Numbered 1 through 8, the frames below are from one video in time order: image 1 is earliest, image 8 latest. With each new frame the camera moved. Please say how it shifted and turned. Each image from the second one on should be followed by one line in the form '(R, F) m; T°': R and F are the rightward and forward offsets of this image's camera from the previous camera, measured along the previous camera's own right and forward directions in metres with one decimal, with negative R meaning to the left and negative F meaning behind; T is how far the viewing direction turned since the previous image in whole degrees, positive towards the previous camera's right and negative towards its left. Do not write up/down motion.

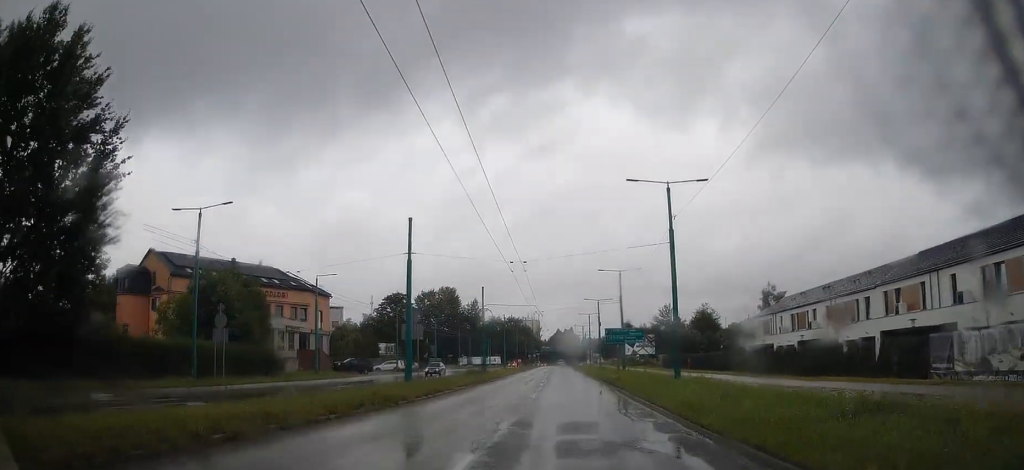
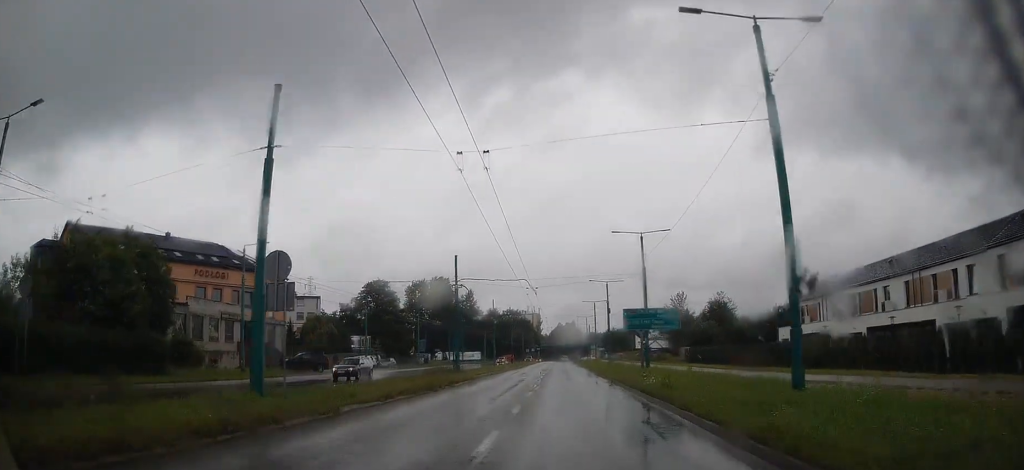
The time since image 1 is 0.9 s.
(+0.3, +15.4) m; +1°
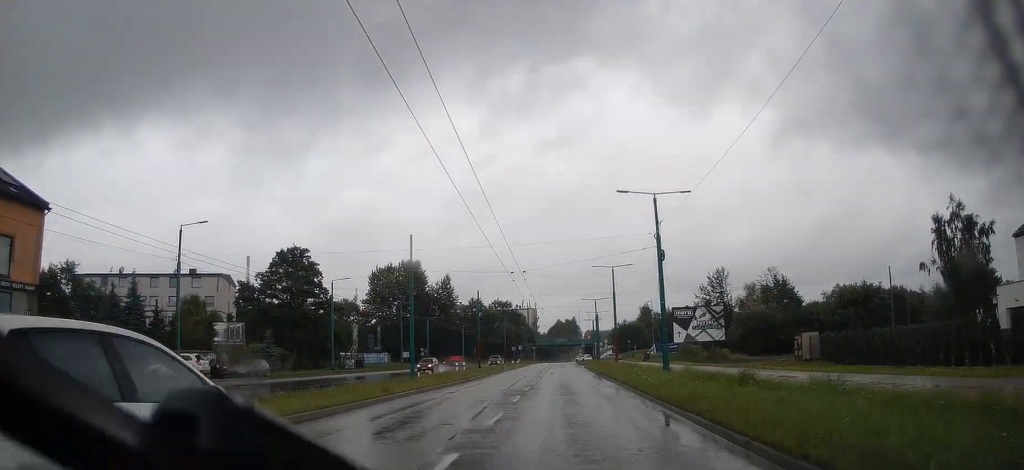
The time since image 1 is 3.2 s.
(-0.5, +38.5) m; -2°
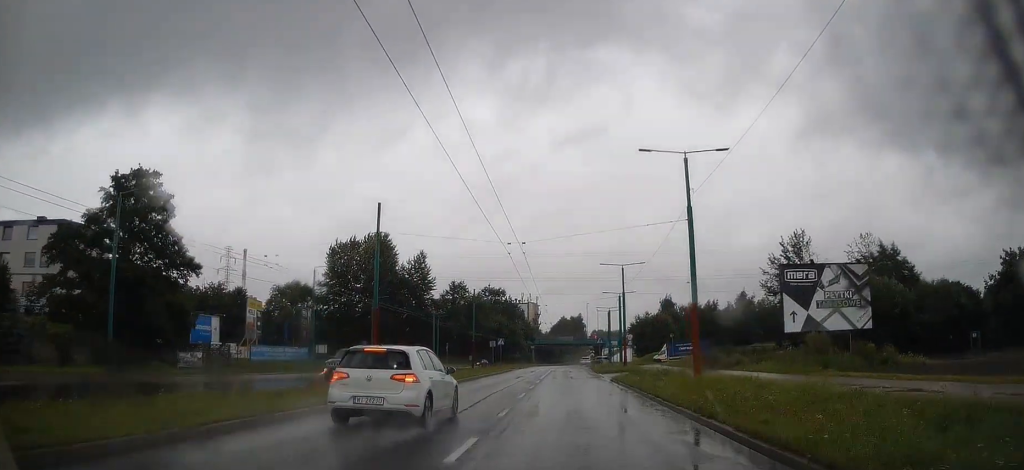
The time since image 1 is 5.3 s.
(-0.1, +34.3) m; 0°
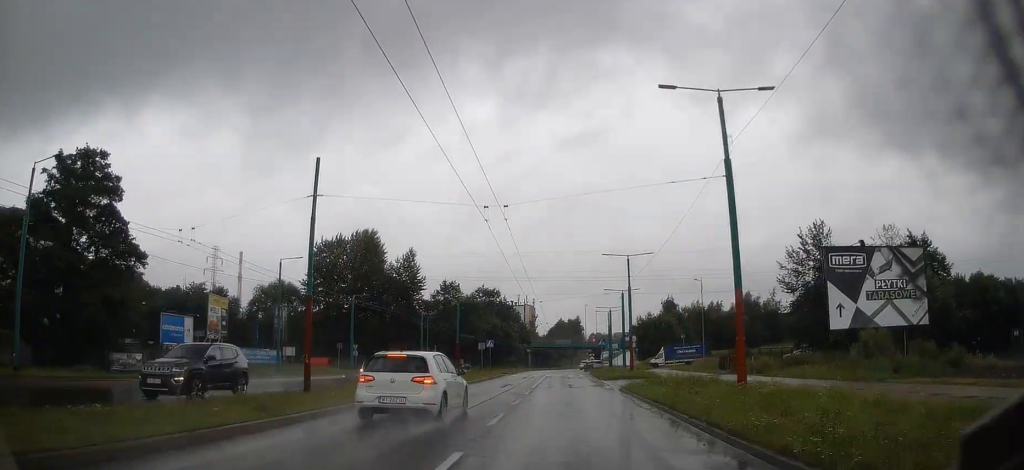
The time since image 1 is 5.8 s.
(-0.2, +6.8) m; 0°
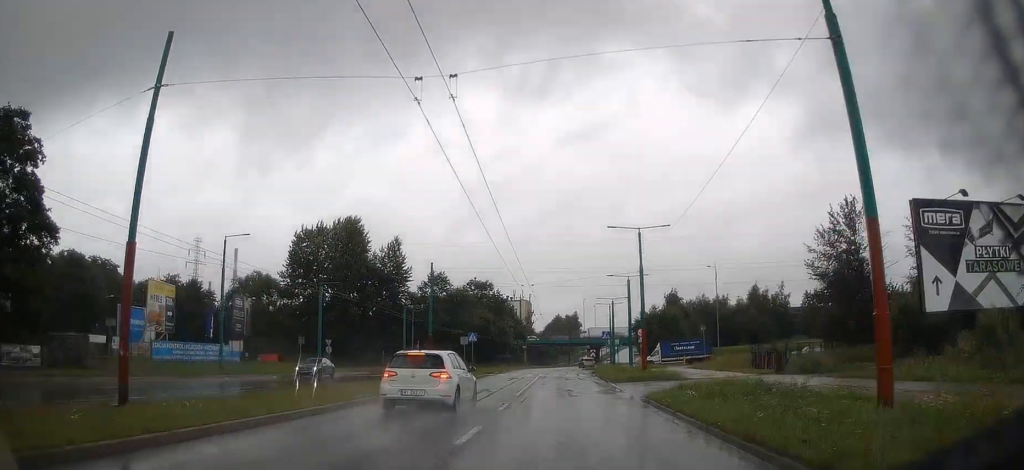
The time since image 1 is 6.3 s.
(+0.3, +8.8) m; 0°
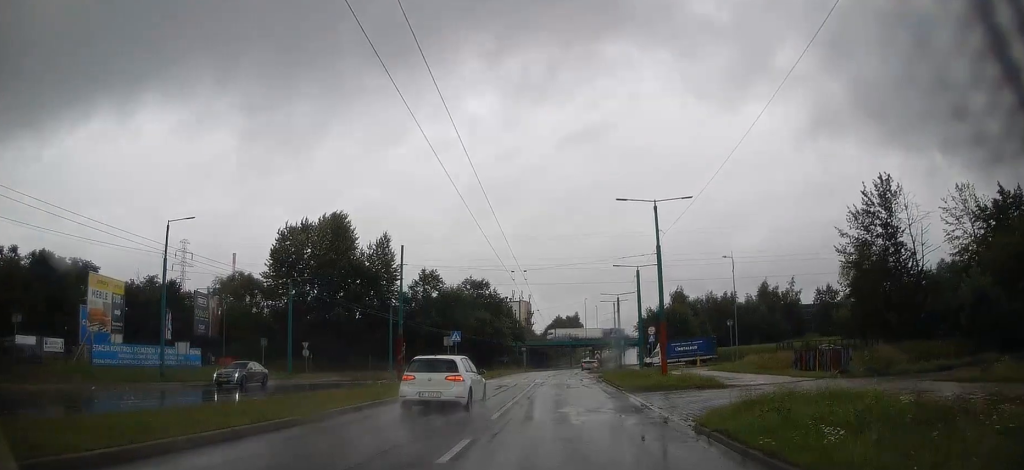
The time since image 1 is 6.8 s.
(+0.1, +7.2) m; 0°
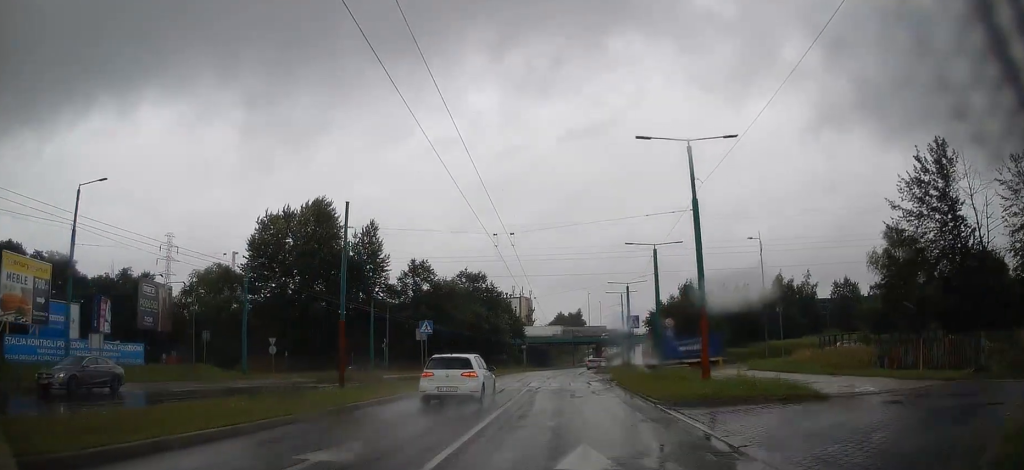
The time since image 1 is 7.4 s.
(-0.3, +8.6) m; 0°
